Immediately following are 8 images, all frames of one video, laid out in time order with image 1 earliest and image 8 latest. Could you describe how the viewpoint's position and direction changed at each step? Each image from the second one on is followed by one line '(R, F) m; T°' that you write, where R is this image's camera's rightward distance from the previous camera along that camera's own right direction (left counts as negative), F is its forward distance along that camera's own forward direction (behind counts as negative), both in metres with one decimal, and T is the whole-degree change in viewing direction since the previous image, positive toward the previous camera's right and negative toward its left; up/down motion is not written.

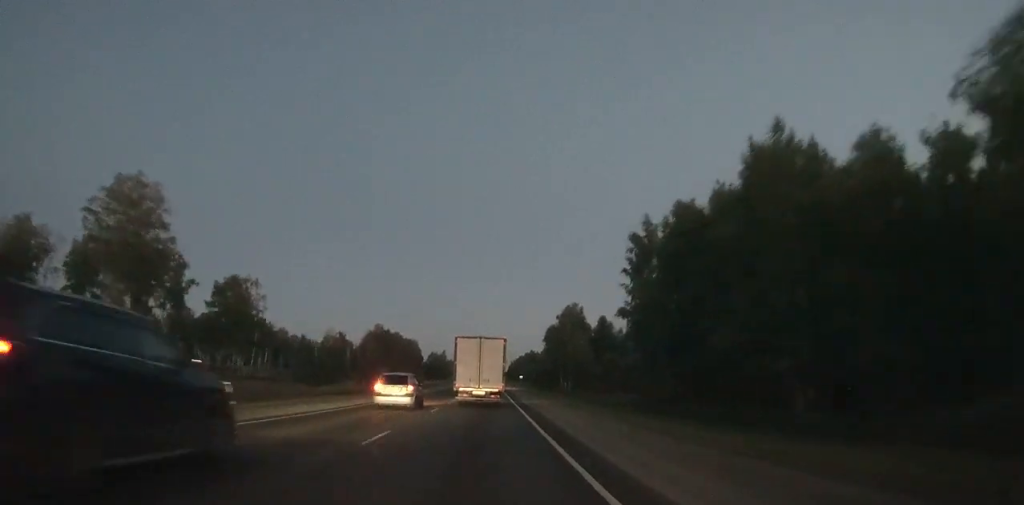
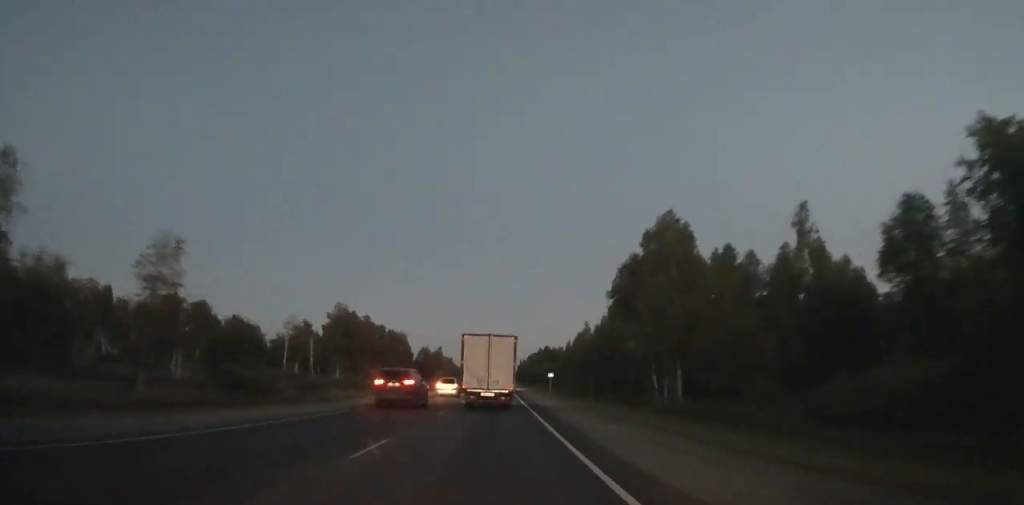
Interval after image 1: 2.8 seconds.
(+0.1, +62.2) m; 0°
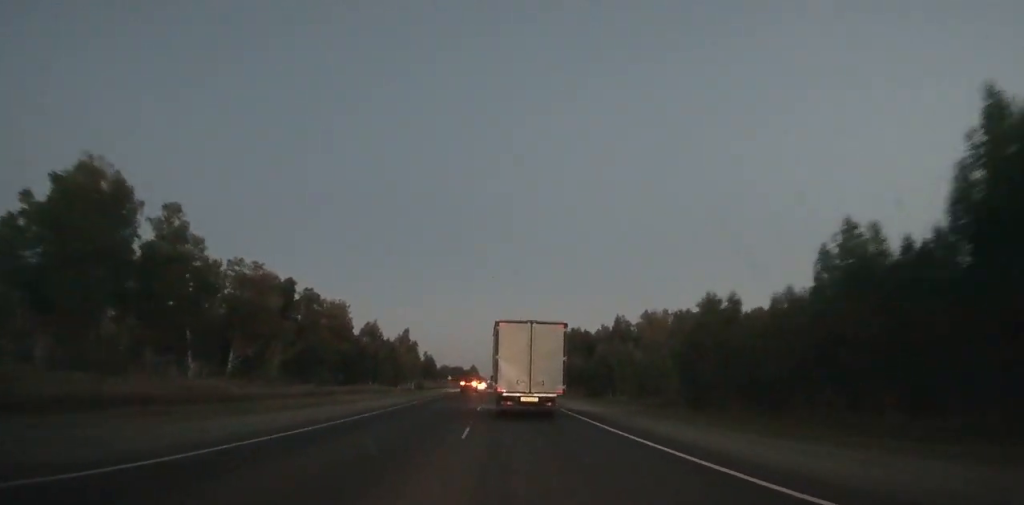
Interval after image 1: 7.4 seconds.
(-0.5, +102.6) m; 0°
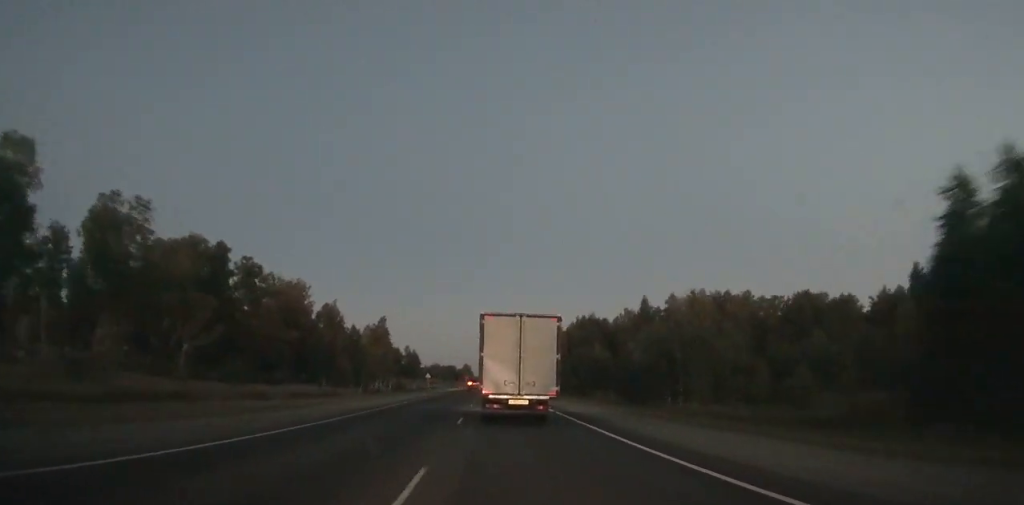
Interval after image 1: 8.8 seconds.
(0.0, +30.9) m; 0°
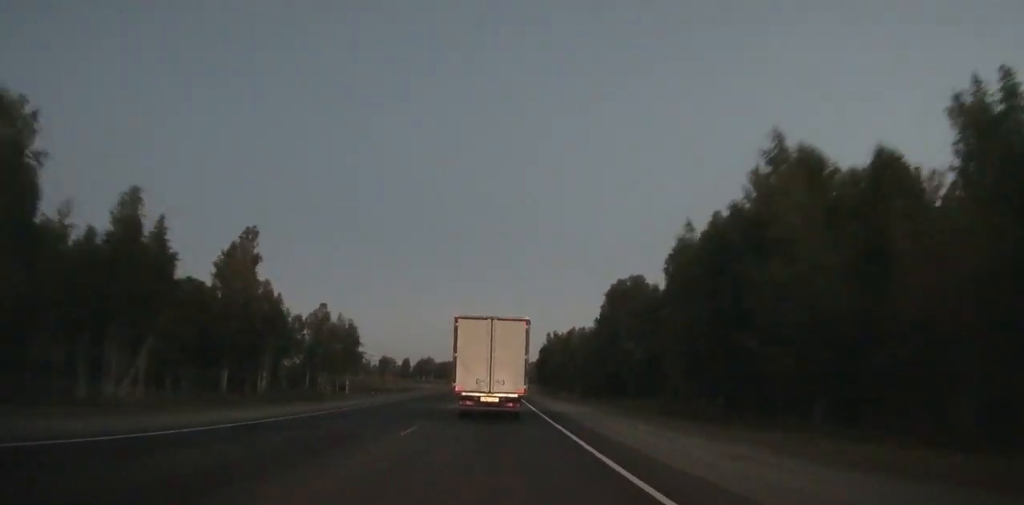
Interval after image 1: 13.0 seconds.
(+0.7, +89.6) m; 0°
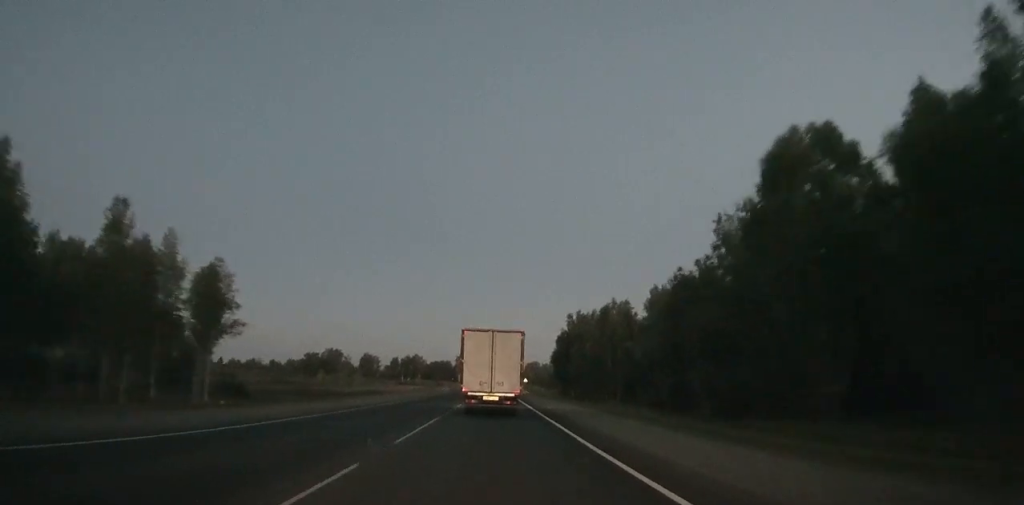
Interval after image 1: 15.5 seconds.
(-0.2, +51.5) m; 0°
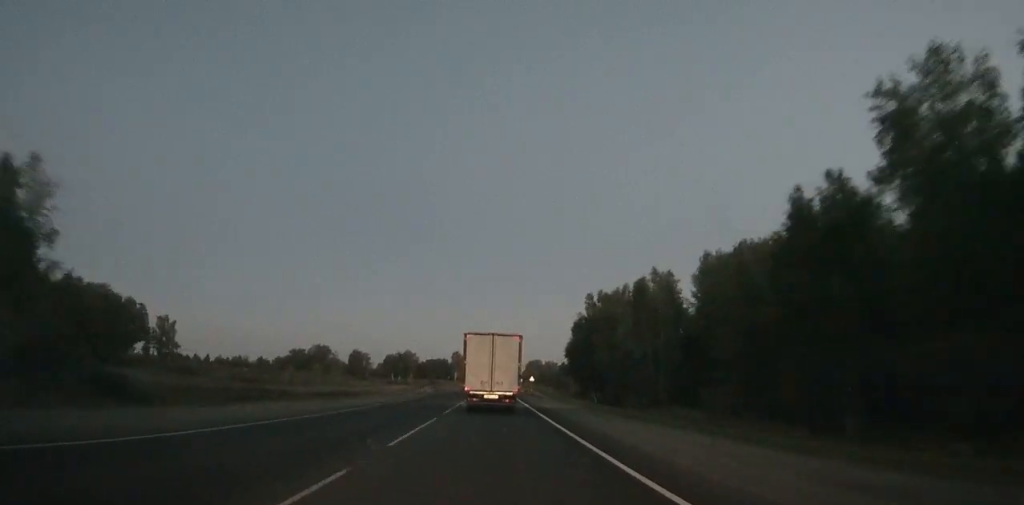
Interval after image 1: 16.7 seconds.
(0.0, +24.3) m; 0°
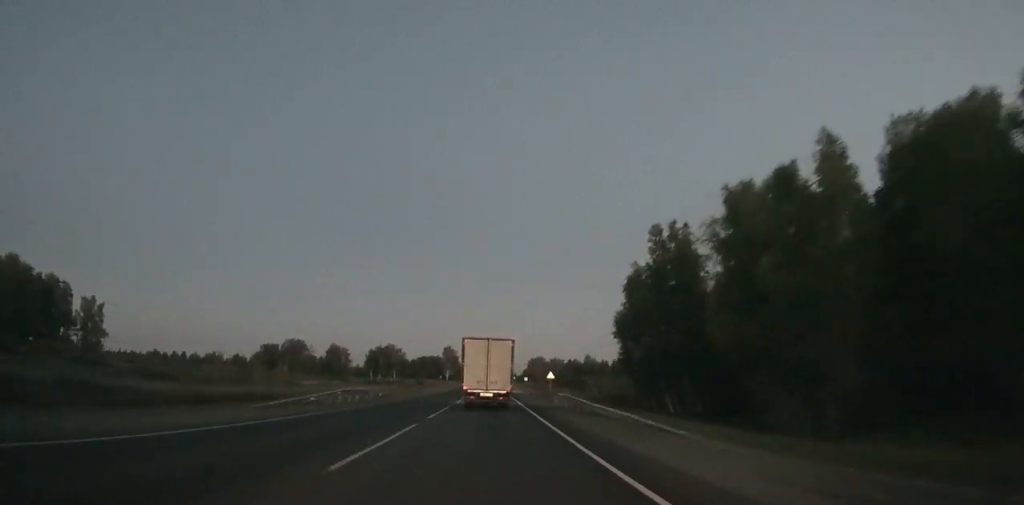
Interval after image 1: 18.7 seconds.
(0.0, +39.9) m; 0°
